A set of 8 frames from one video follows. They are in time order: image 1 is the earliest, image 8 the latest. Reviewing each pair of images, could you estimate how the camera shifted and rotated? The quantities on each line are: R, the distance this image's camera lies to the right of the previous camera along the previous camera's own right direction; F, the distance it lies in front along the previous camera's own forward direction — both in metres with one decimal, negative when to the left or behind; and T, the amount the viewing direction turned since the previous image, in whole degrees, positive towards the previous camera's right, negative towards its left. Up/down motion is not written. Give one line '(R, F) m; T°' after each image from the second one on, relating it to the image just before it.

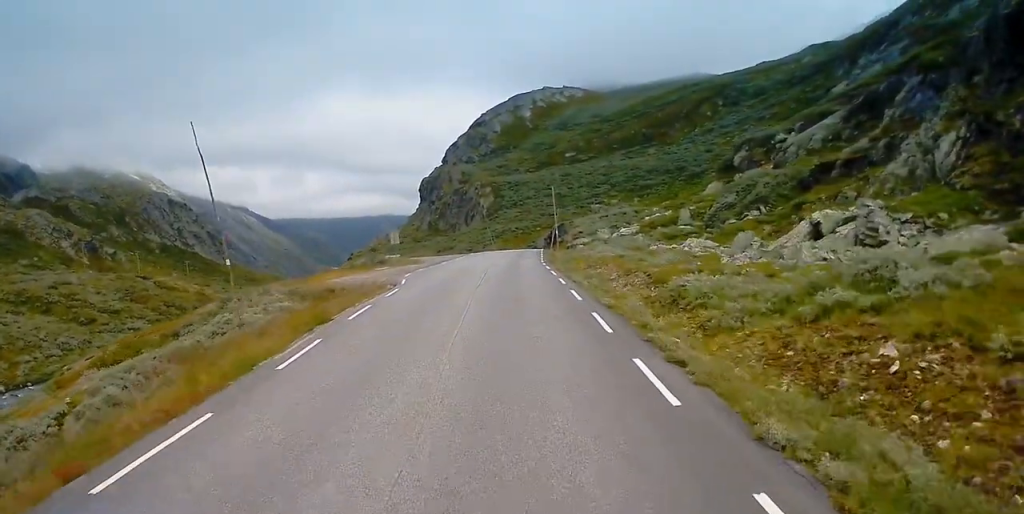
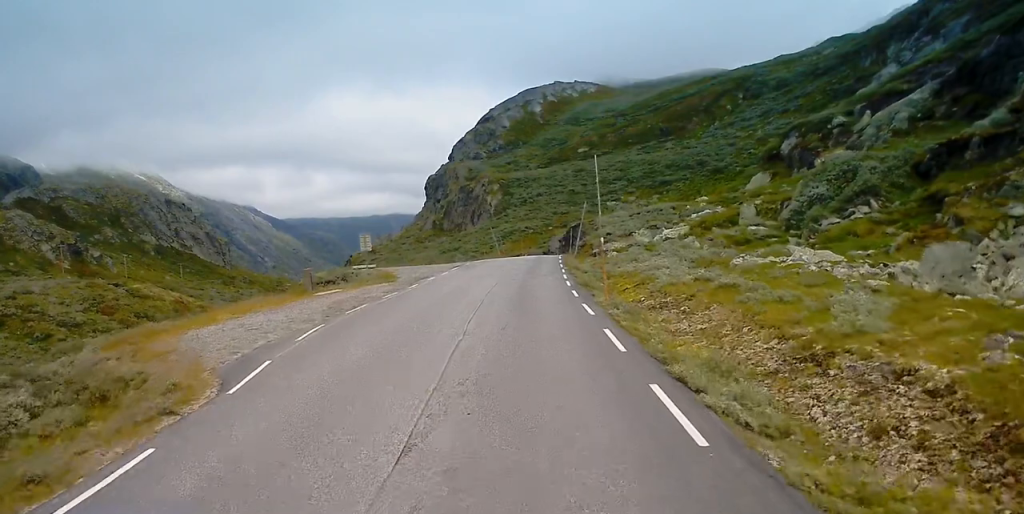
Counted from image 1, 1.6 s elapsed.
(-0.2, +19.3) m; 0°
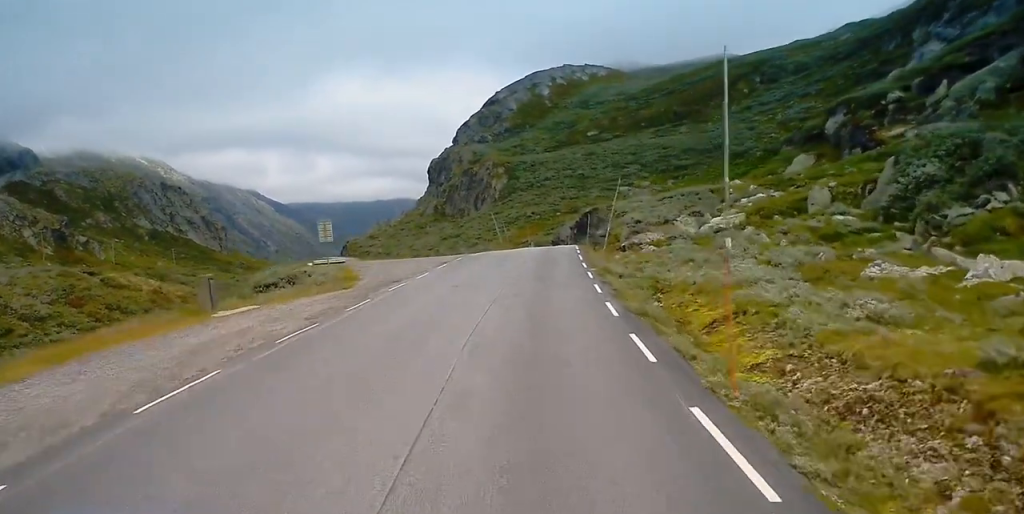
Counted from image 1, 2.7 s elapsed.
(+0.1, +13.5) m; +1°
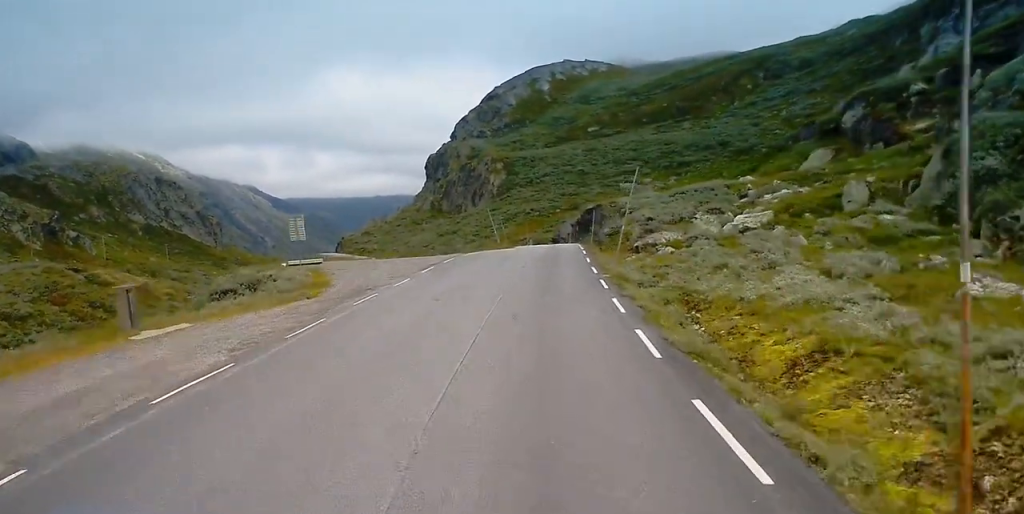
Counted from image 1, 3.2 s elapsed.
(0.0, +5.6) m; 0°
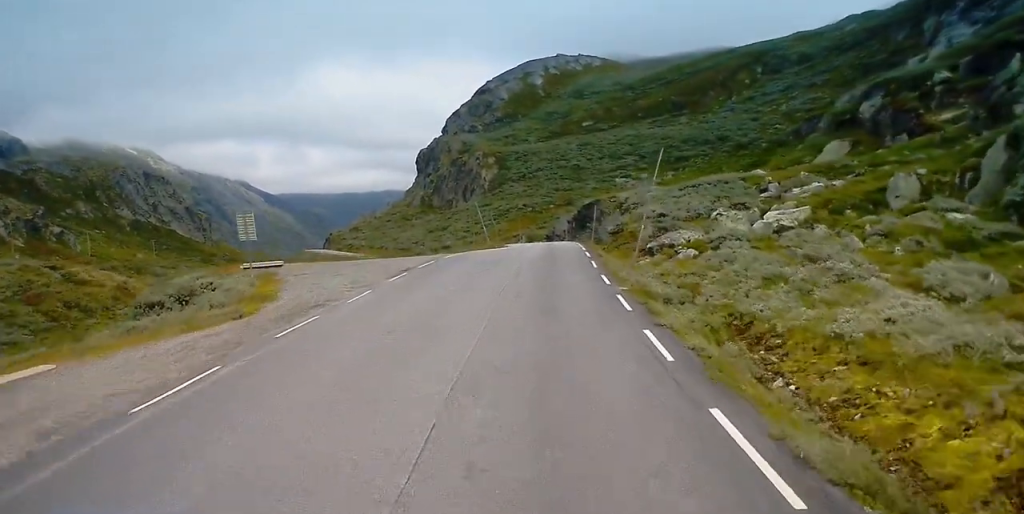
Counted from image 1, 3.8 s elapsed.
(0.0, +6.5) m; 0°
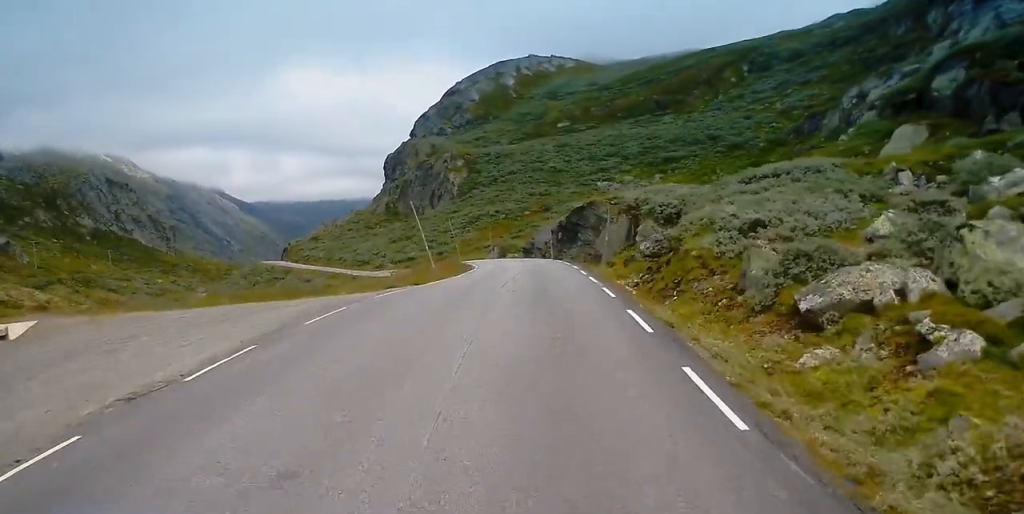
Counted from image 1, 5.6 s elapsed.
(+0.2, +21.9) m; +1°
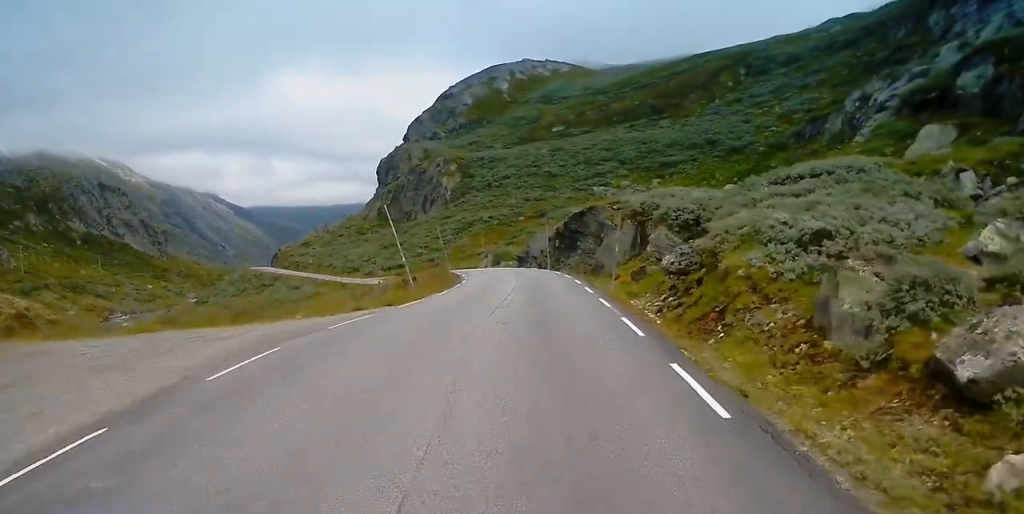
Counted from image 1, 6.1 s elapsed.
(+0.1, +5.5) m; 0°
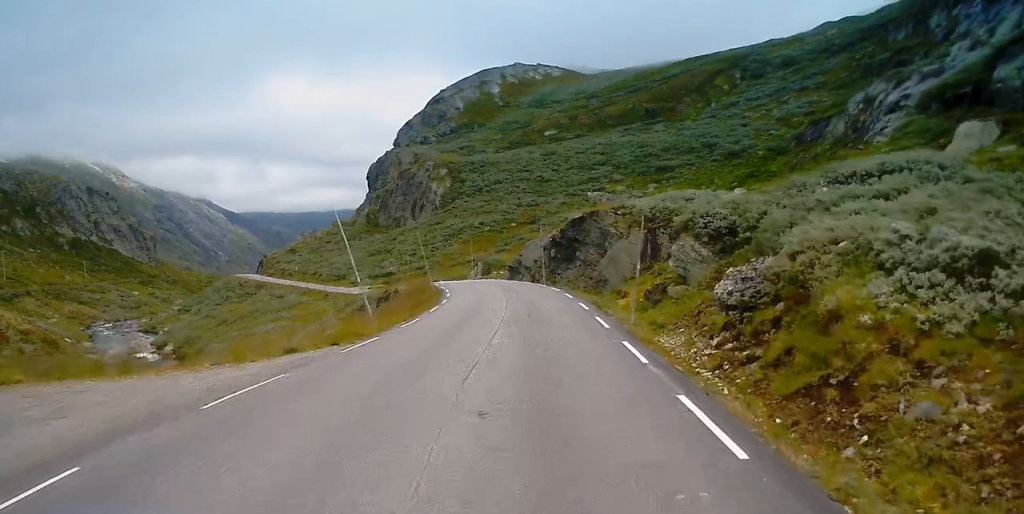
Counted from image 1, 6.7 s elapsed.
(-0.1, +7.1) m; 0°
